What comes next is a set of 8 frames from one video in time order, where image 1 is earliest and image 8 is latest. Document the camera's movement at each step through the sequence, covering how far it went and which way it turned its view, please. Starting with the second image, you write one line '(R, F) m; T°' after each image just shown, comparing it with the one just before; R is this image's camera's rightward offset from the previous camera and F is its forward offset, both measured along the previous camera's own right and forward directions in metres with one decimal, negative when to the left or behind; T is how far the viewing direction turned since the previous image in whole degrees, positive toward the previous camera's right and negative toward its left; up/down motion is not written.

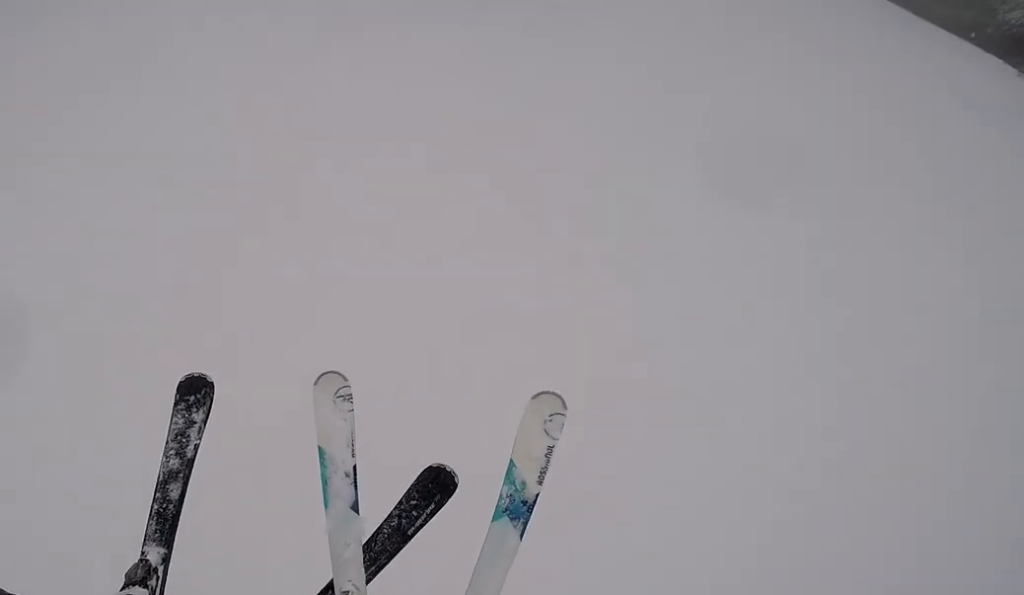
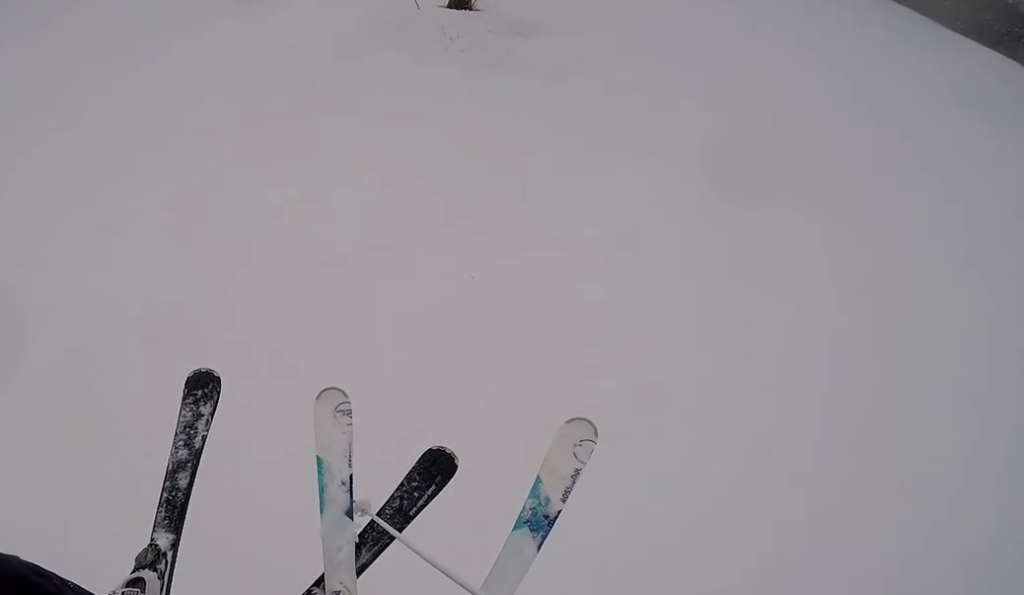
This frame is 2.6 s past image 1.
(0.0, +5.2) m; 0°
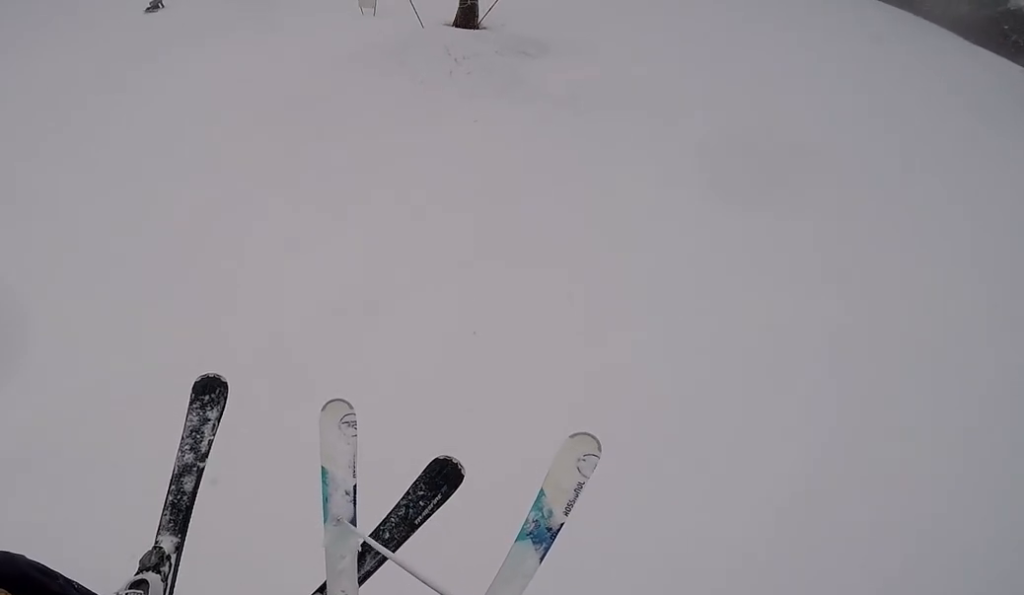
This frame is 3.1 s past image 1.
(0.0, +1.0) m; 0°
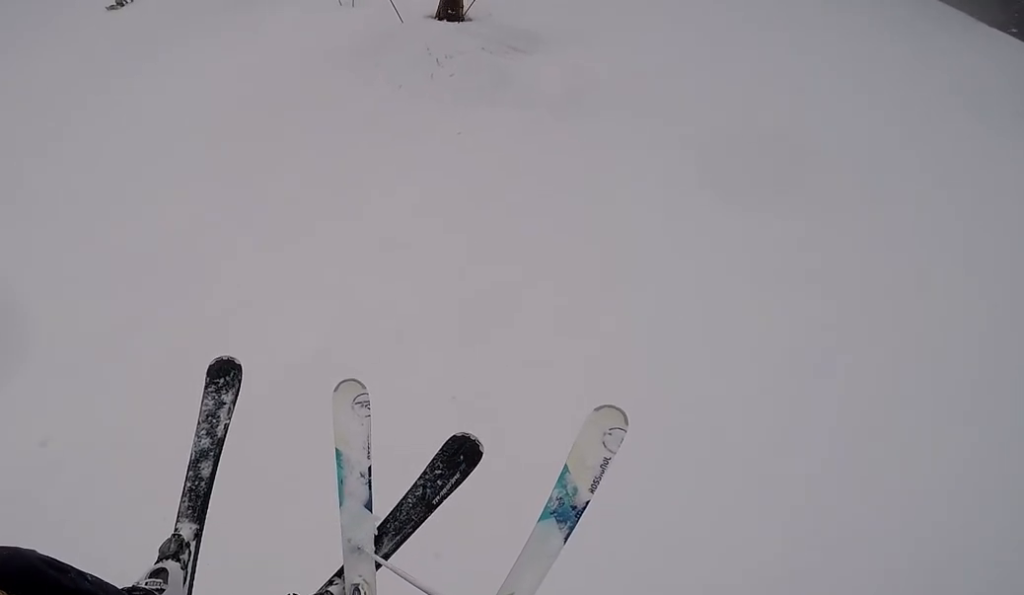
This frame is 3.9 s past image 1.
(0.0, +1.6) m; 0°
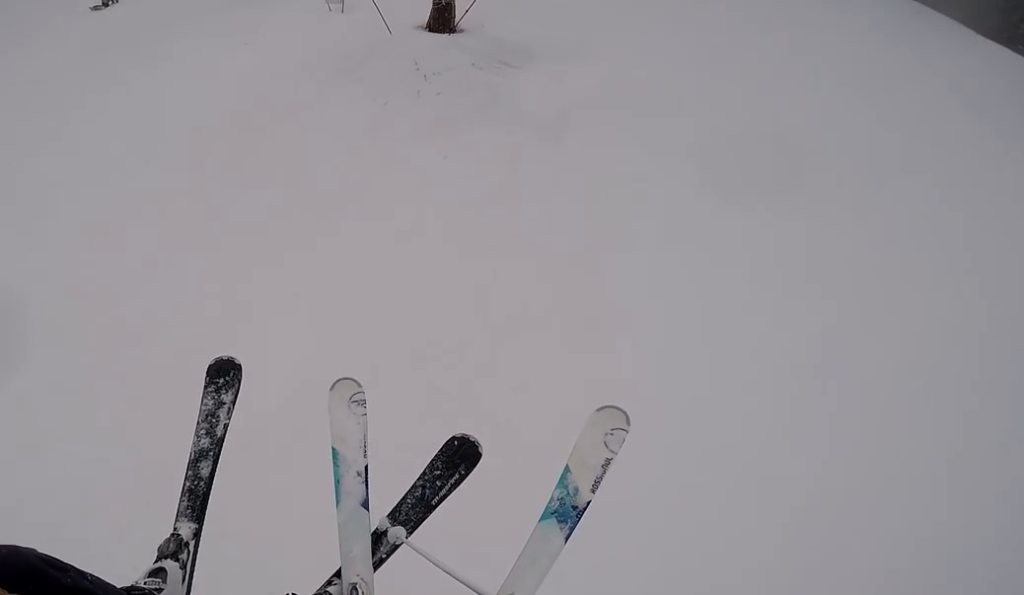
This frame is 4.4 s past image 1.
(0.0, +0.9) m; 0°
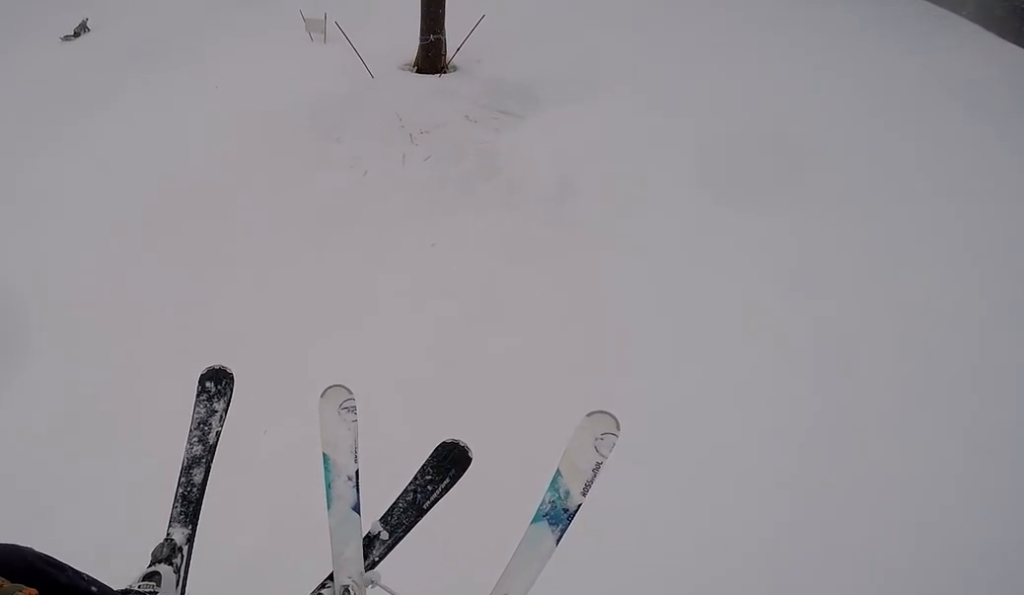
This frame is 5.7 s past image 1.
(0.0, +2.4) m; 0°
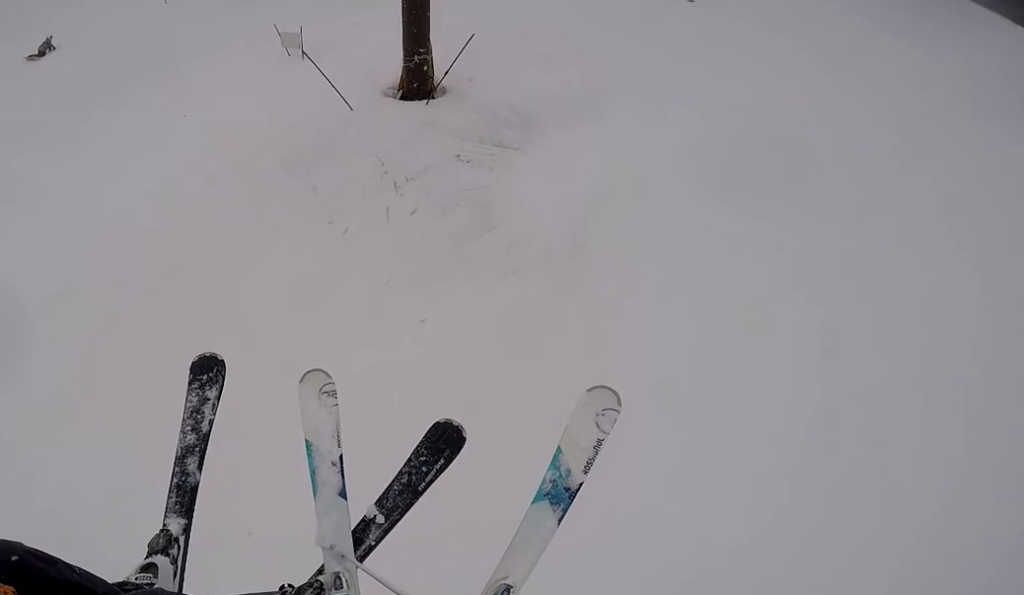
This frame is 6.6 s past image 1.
(0.0, +1.7) m; 0°
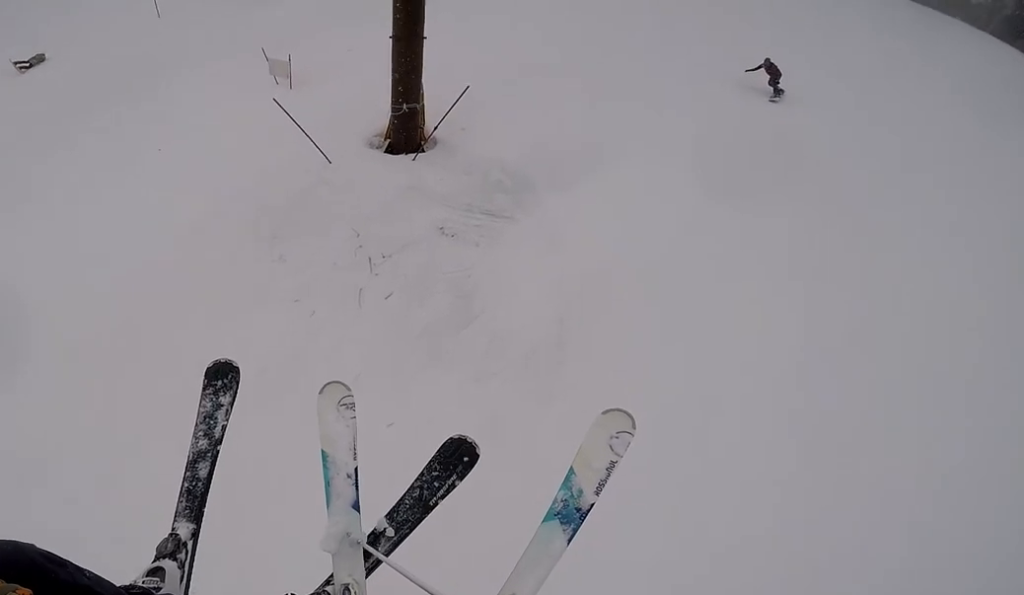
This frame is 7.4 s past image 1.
(0.0, +1.4) m; 0°
